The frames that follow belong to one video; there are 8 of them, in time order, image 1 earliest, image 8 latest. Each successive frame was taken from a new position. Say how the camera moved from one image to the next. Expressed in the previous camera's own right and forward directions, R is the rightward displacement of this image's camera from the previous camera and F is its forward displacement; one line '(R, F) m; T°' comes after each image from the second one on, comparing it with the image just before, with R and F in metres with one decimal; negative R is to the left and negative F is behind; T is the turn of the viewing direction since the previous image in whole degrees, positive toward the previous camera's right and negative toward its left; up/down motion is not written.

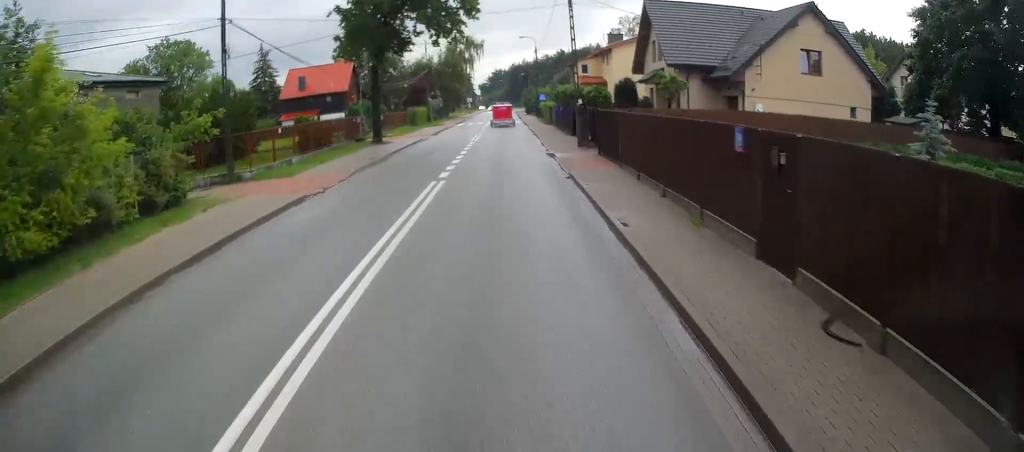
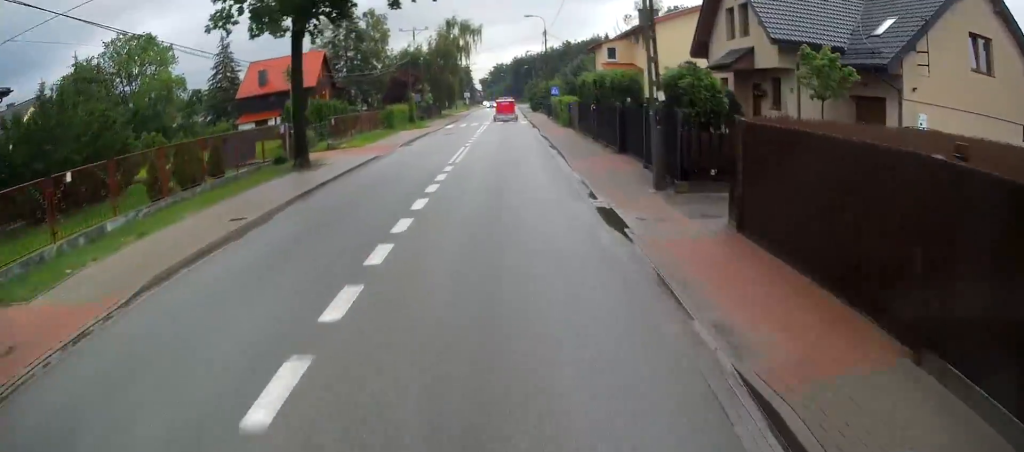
(0.0, +13.9) m; 0°
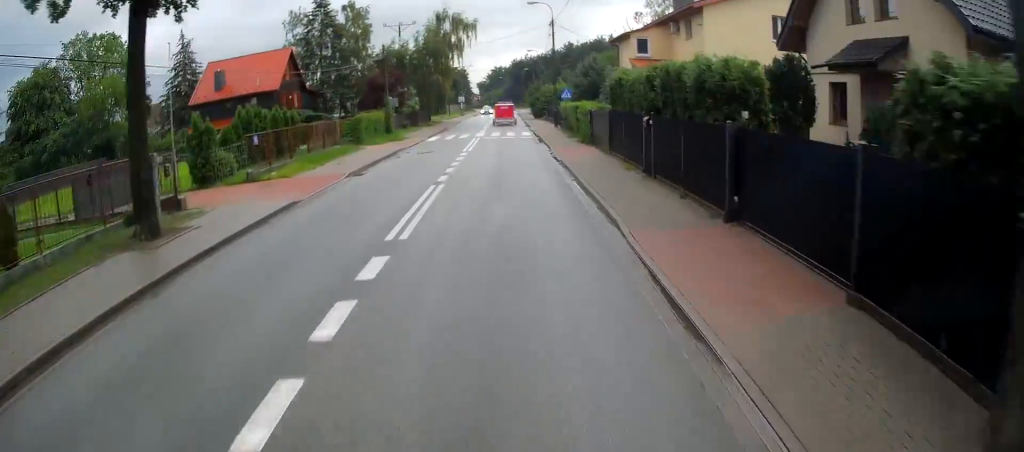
(0.0, +10.4) m; 0°
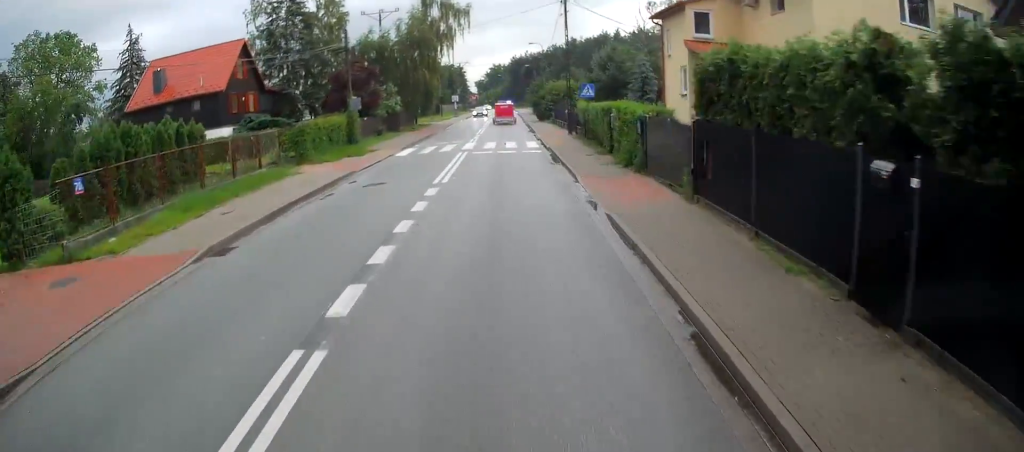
(-0.1, +10.5) m; -1°
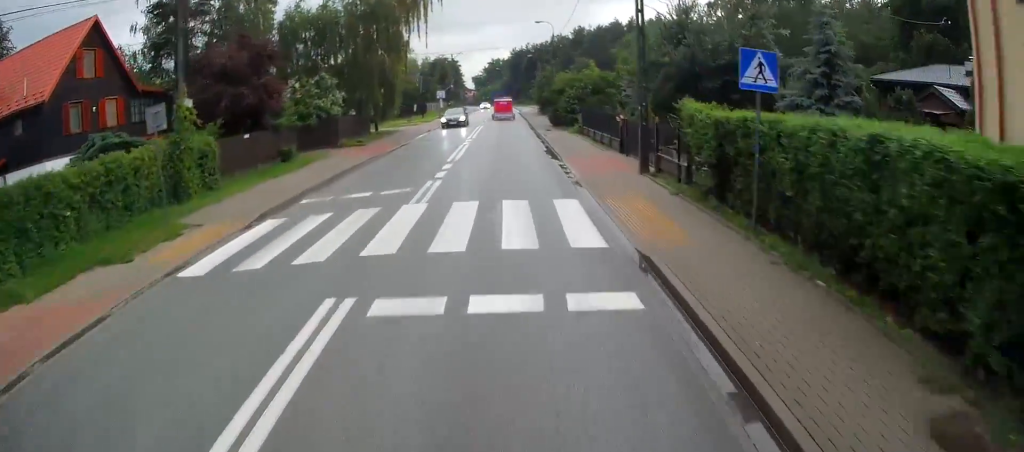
(-0.3, +19.1) m; 0°
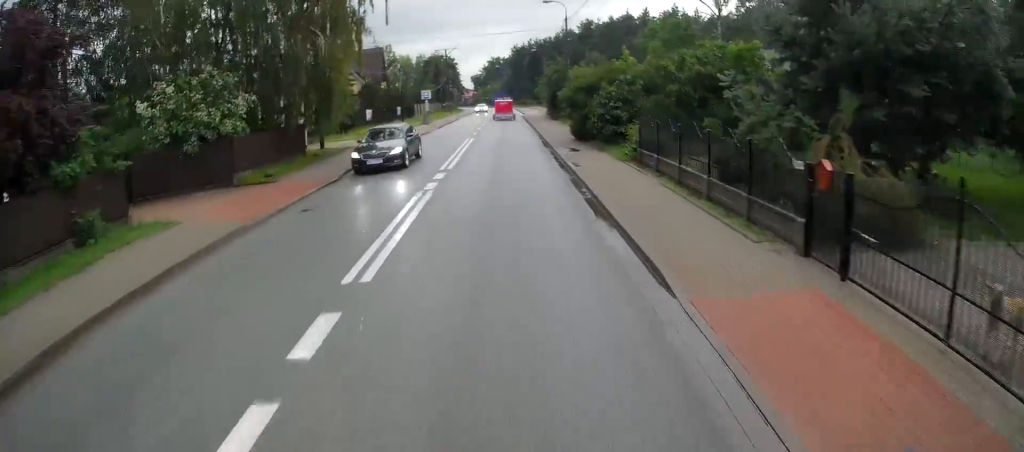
(+0.3, +13.5) m; +1°
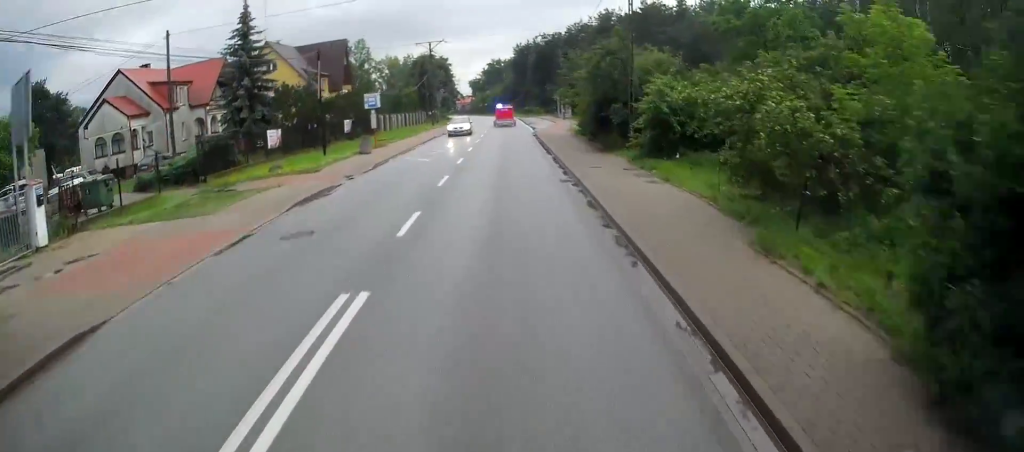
(-0.1, +24.4) m; -1°
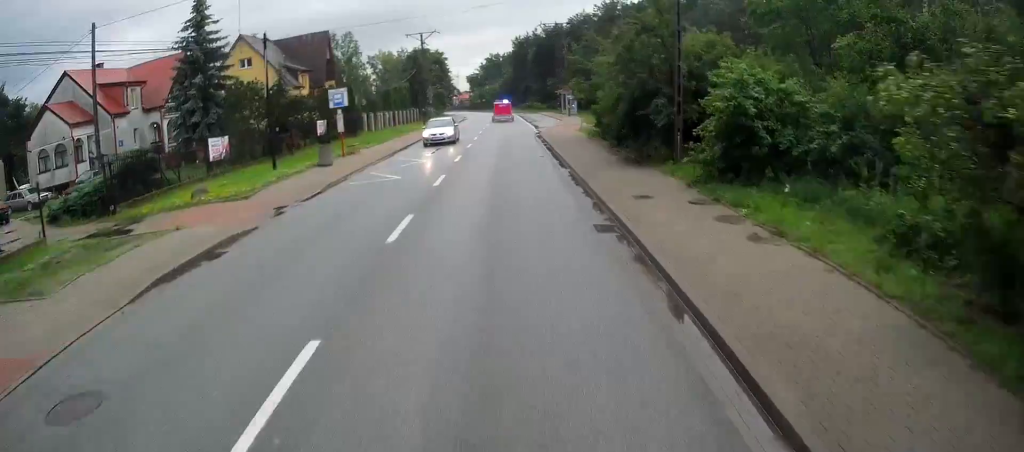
(-0.1, +6.8) m; 0°
